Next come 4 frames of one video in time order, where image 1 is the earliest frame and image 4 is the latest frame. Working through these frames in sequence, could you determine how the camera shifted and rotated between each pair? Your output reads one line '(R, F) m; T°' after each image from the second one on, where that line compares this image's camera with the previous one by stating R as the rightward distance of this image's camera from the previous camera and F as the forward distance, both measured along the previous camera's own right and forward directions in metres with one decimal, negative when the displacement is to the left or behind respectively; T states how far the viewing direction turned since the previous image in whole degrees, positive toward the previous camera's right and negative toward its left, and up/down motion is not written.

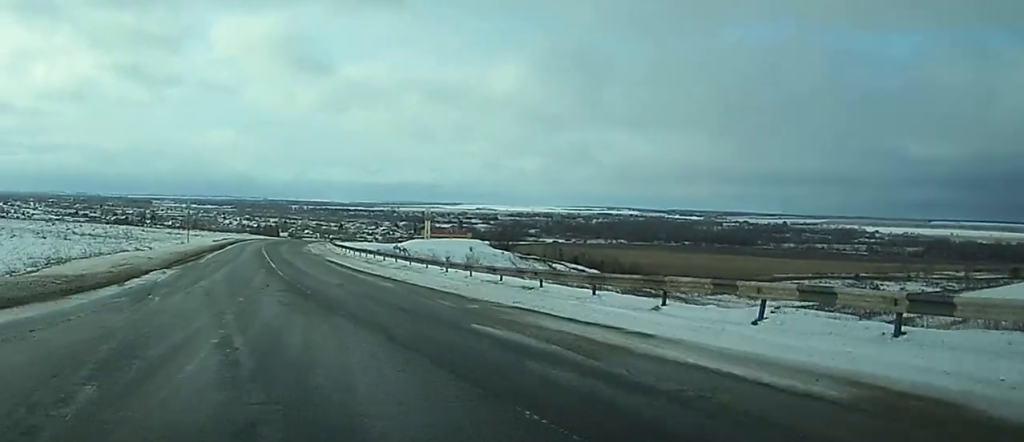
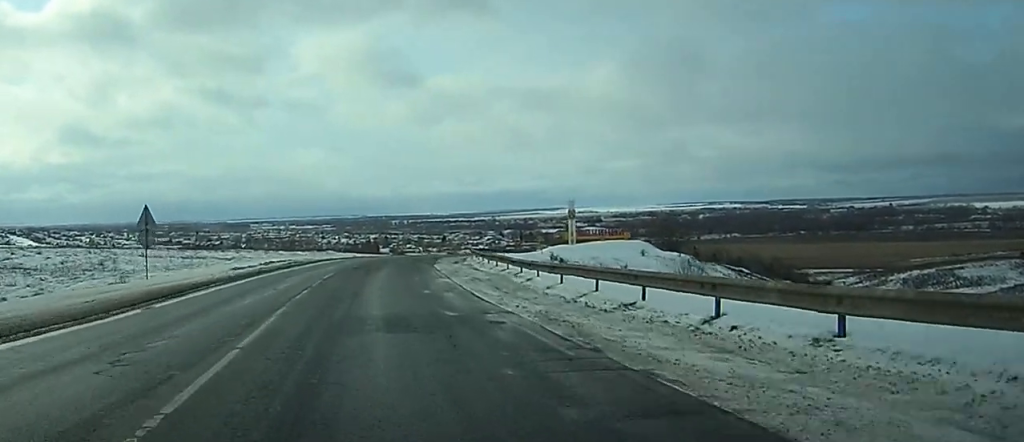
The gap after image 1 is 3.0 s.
(-2.2, +59.1) m; -3°
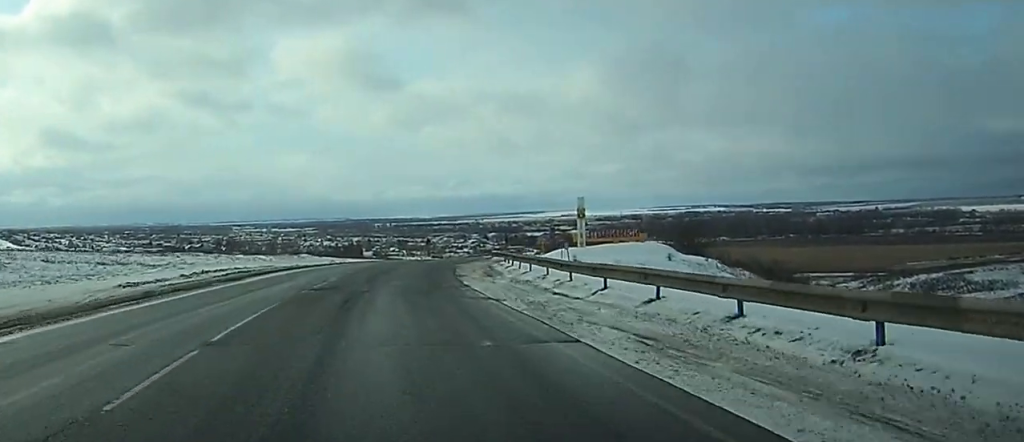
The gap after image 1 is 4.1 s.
(0.0, +22.0) m; 0°
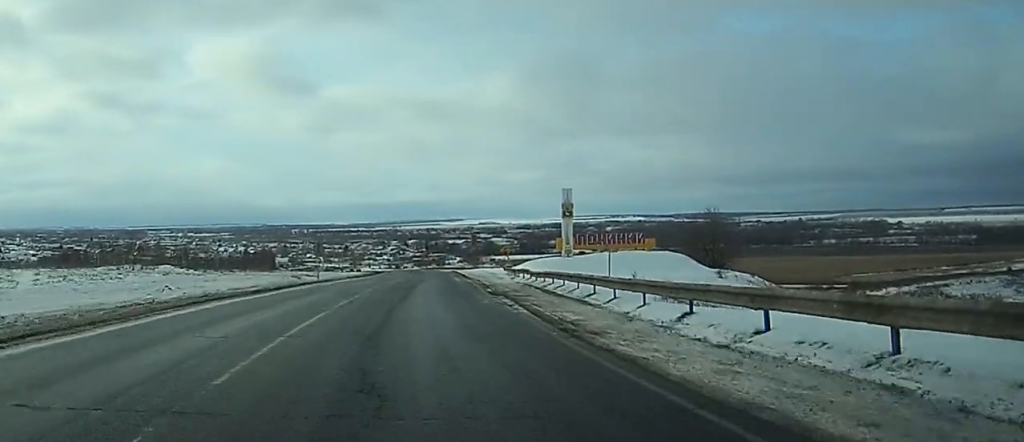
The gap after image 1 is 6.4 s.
(+1.3, +45.2) m; +5°
